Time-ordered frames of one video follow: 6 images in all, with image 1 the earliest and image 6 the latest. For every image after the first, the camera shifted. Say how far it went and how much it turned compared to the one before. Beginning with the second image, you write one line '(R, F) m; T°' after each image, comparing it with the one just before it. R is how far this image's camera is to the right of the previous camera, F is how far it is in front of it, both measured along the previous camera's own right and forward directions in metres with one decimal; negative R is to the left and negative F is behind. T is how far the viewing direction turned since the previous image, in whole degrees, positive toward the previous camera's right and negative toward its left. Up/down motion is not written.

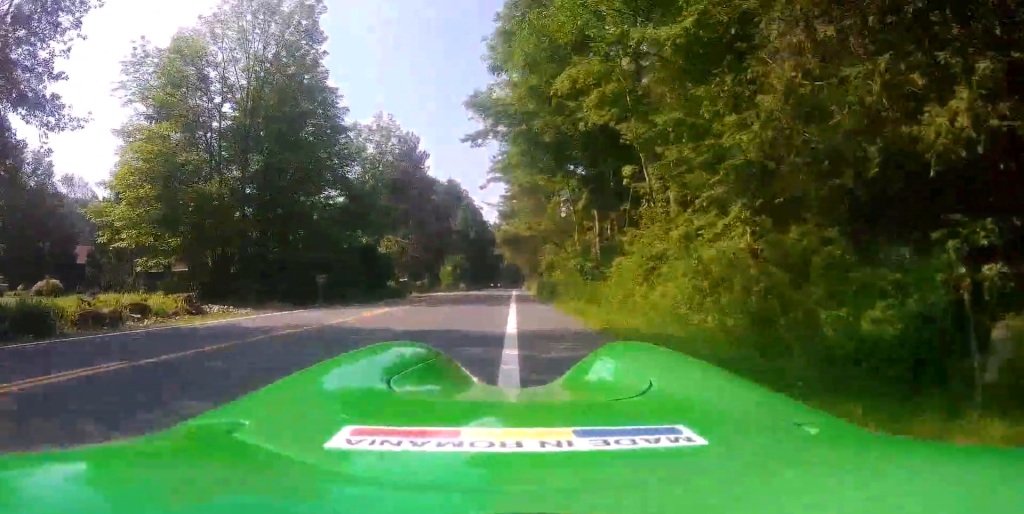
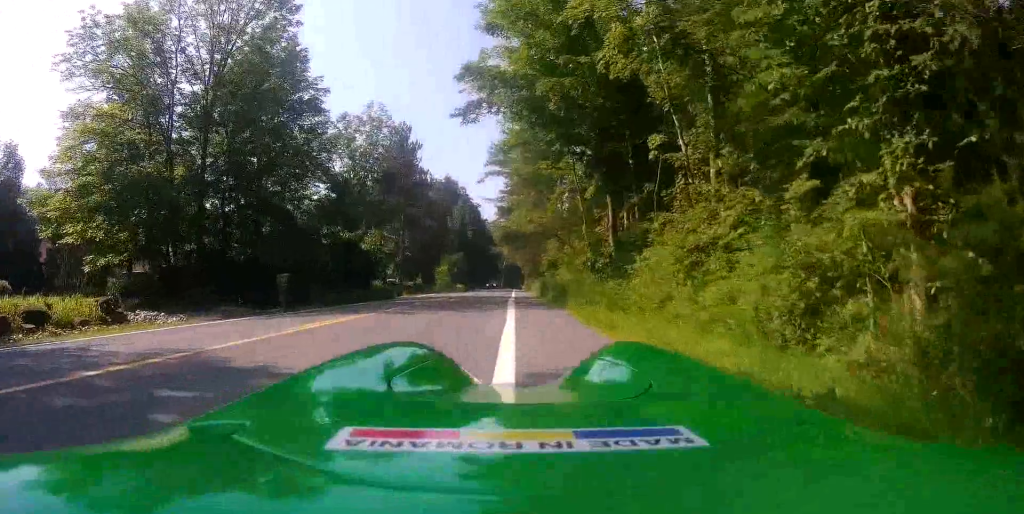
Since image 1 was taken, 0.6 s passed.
(-0.1, +4.8) m; -1°
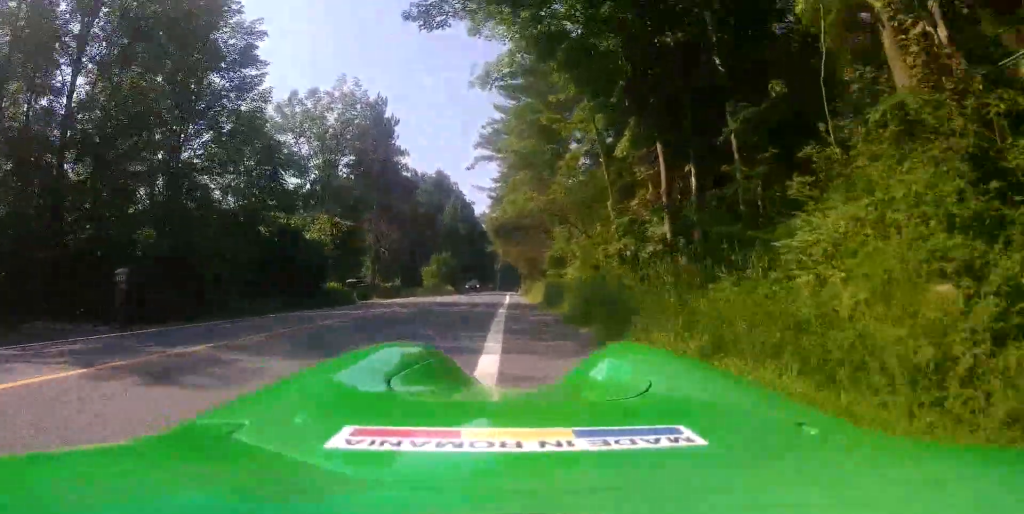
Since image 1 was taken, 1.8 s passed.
(-0.1, +10.0) m; +4°
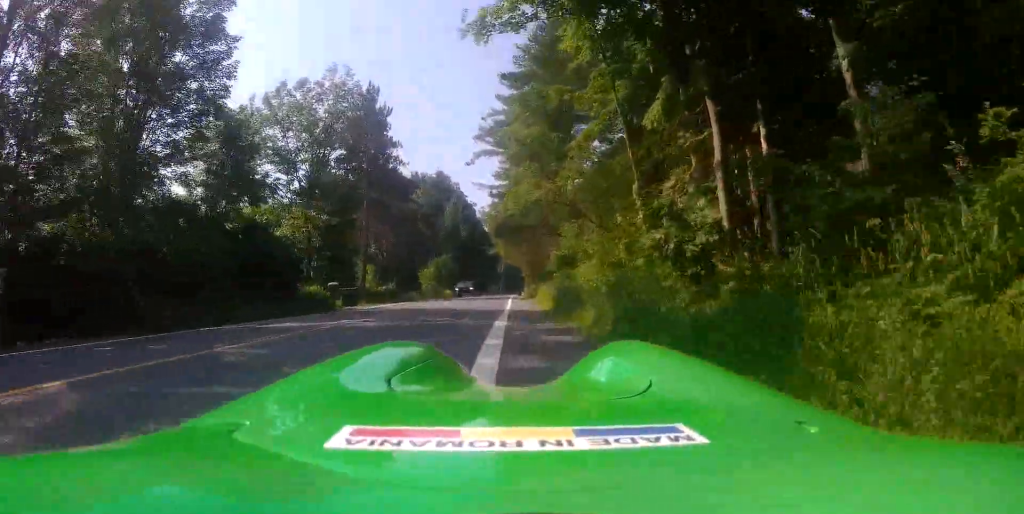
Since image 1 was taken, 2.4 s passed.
(0.0, +4.1) m; +3°
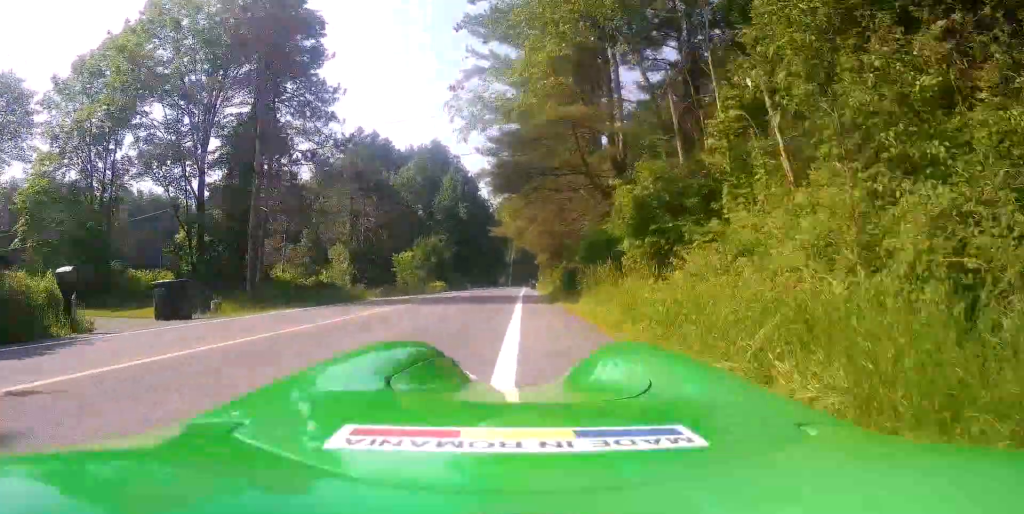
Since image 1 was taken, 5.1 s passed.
(+0.7, +19.9) m; +3°
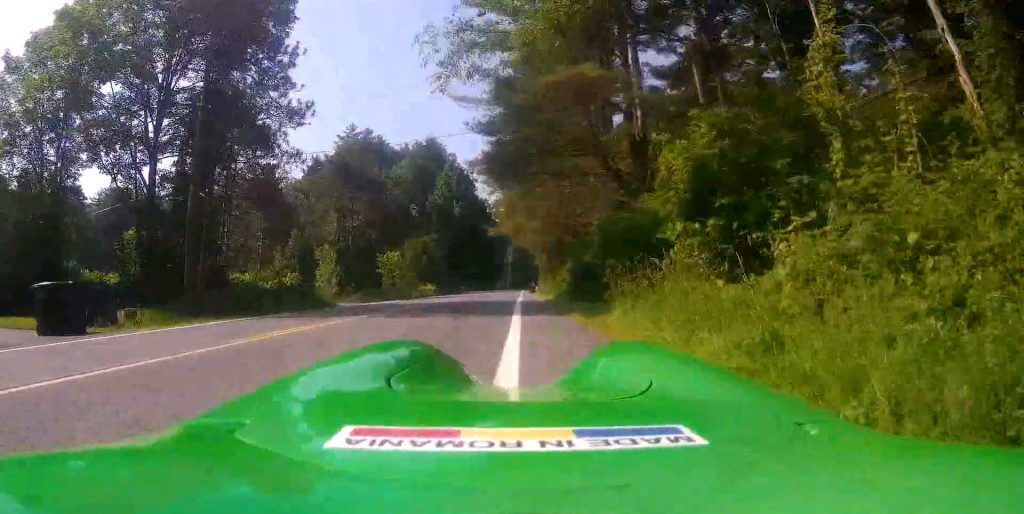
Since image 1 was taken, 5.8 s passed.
(-0.1, +4.6) m; -1°
